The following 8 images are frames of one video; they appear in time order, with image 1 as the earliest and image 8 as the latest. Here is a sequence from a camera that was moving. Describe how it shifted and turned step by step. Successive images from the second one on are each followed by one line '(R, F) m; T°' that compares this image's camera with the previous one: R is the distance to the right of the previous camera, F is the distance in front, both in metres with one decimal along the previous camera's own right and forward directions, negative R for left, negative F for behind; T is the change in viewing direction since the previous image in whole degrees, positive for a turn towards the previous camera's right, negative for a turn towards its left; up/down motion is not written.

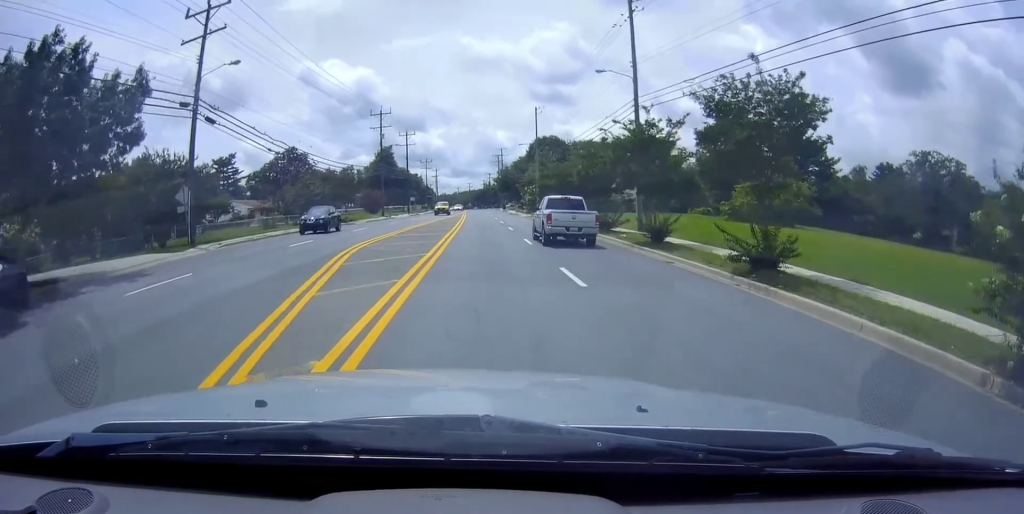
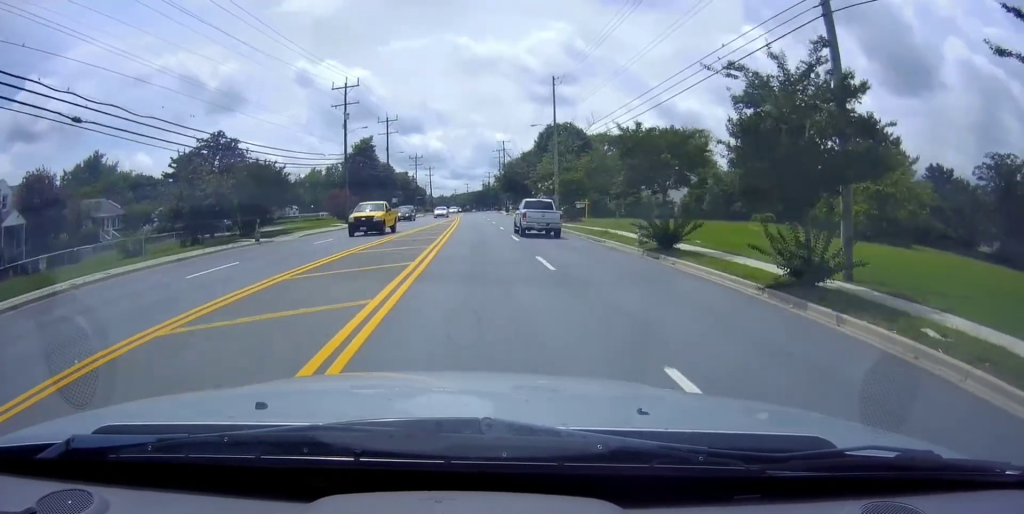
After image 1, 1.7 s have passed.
(-0.1, +22.6) m; -1°
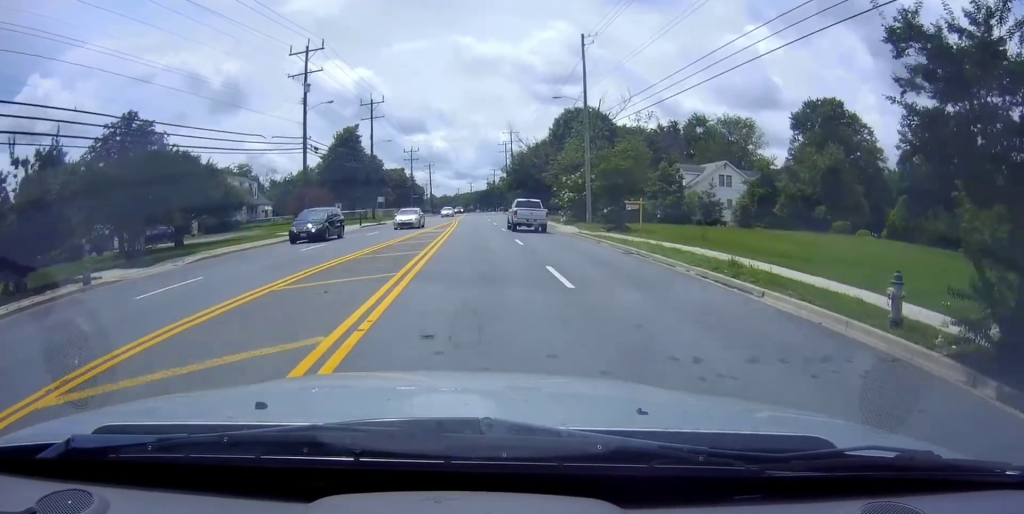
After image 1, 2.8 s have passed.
(-0.1, +16.4) m; 0°
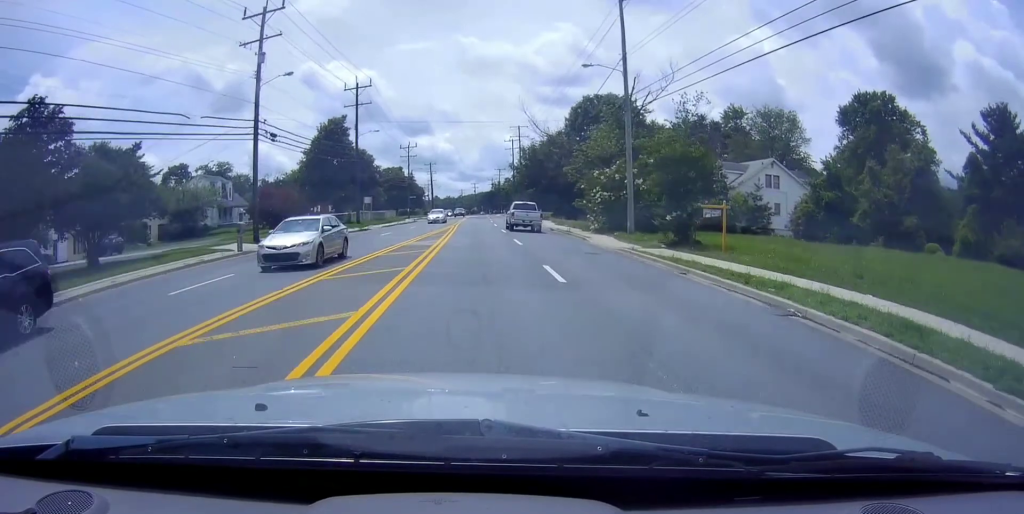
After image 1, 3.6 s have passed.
(0.0, +11.6) m; +1°
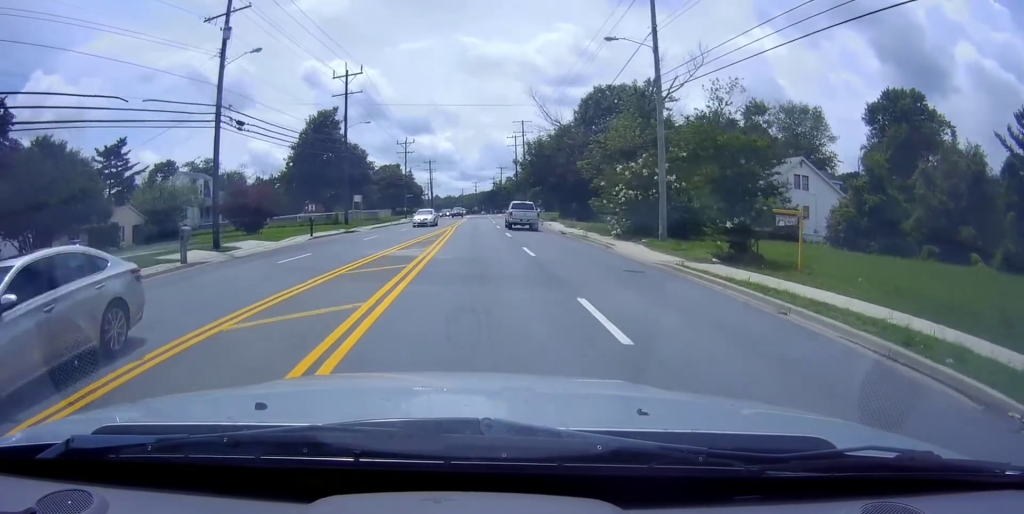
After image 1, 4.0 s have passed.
(0.0, +5.9) m; 0°
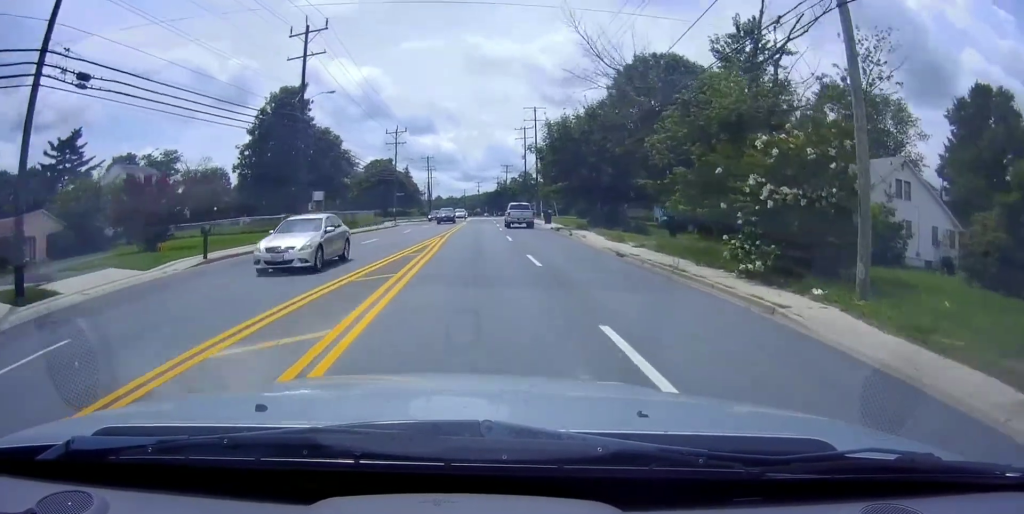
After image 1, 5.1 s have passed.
(+0.2, +15.7) m; -2°
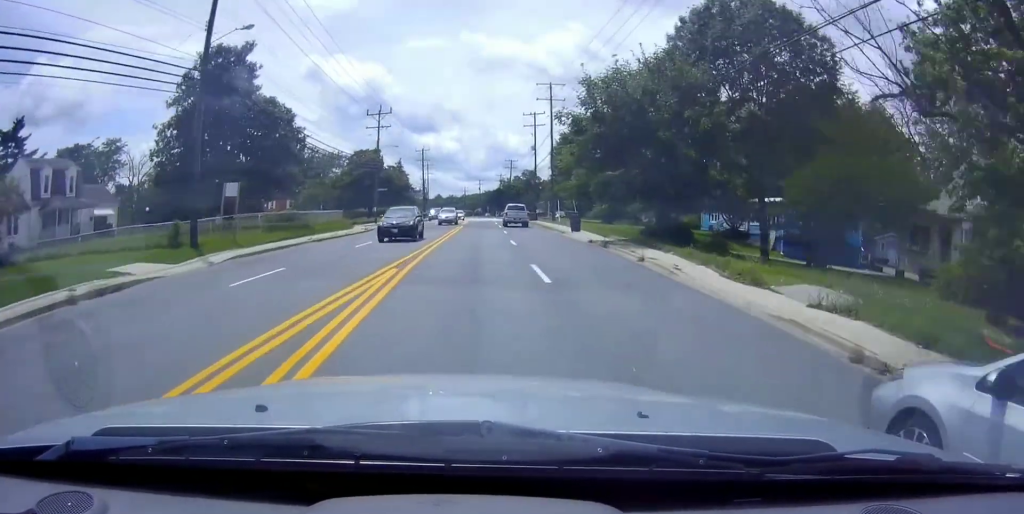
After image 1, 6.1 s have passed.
(-0.7, +16.0) m; +1°
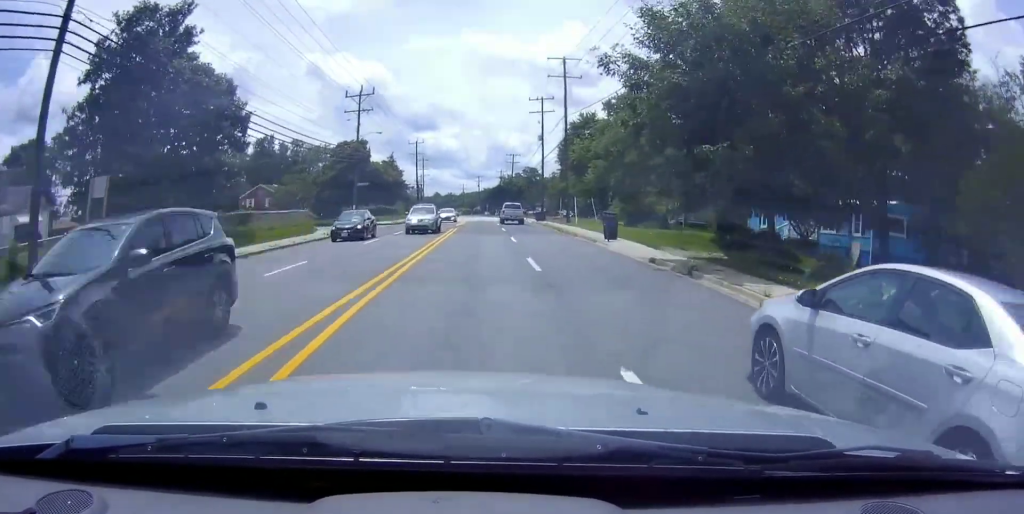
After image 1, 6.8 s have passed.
(+0.7, +11.1) m; +2°
